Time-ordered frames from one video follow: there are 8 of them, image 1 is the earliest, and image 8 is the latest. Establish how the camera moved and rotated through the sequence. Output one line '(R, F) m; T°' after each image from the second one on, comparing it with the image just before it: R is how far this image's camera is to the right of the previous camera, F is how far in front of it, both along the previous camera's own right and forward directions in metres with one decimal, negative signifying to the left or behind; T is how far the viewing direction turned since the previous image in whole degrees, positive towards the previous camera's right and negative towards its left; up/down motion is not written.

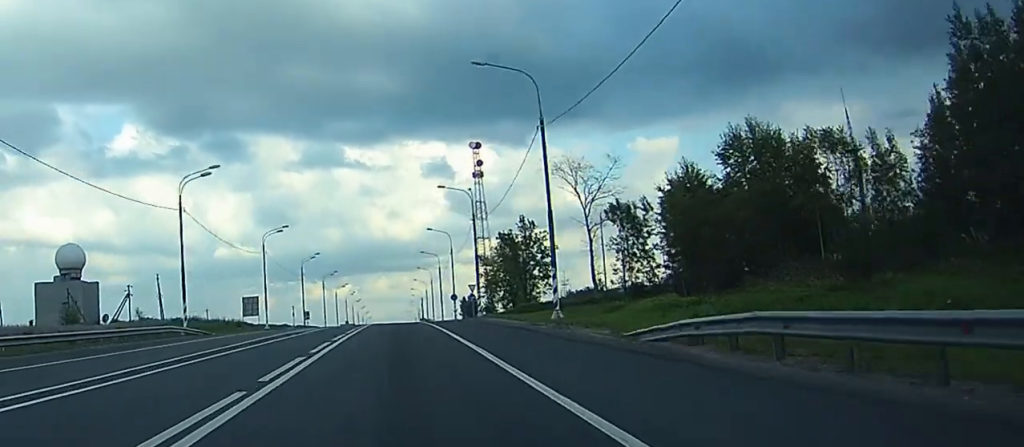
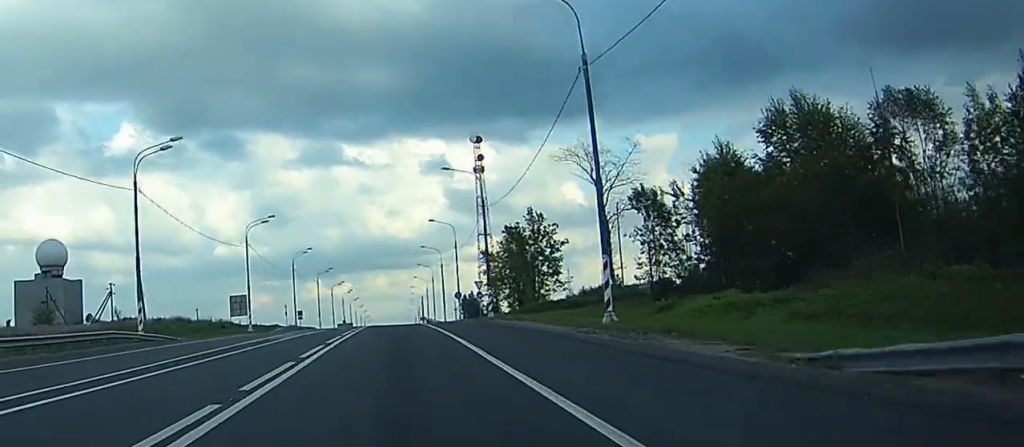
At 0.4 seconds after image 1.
(0.0, +9.5) m; 0°
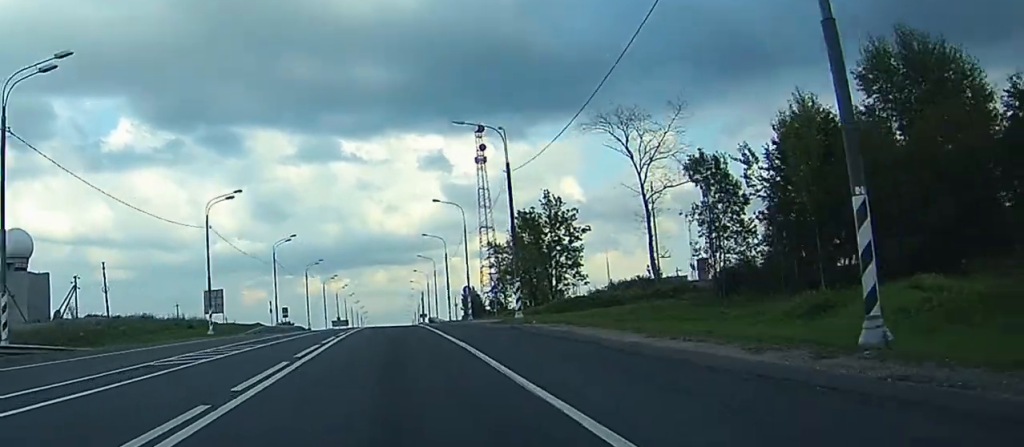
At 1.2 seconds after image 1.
(0.0, +16.0) m; 0°
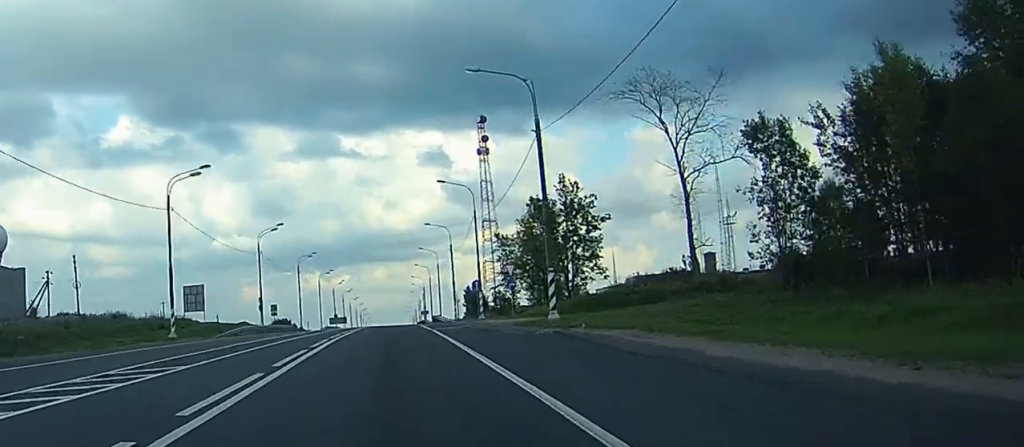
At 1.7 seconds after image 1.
(0.0, +10.9) m; 0°
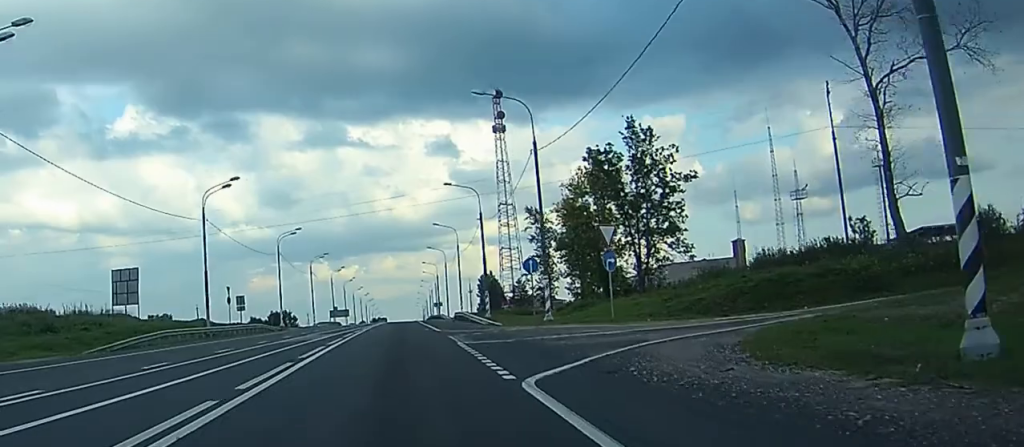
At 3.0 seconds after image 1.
(0.0, +28.2) m; 0°
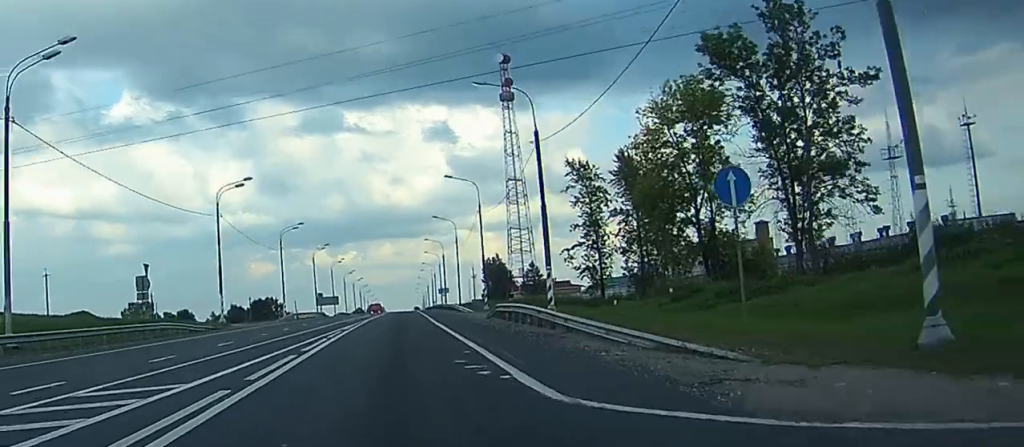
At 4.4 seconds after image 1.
(-0.2, +31.1) m; 0°
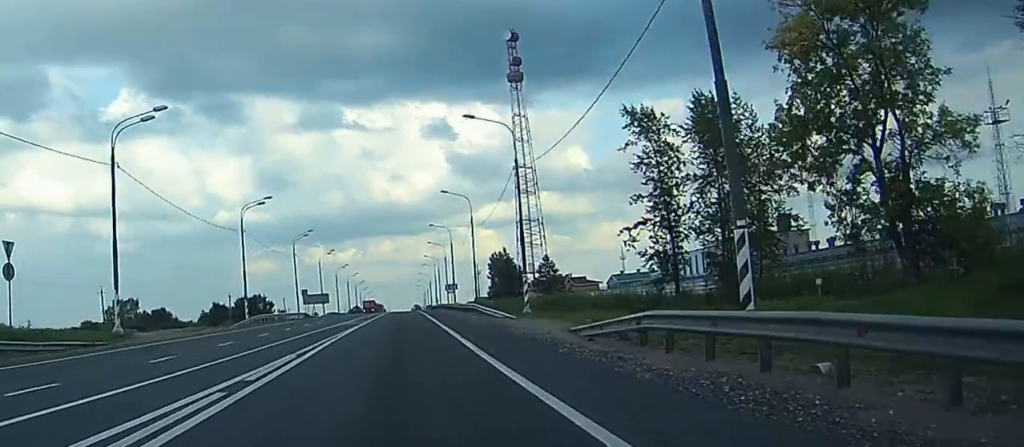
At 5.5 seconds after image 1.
(0.0, +24.0) m; 0°
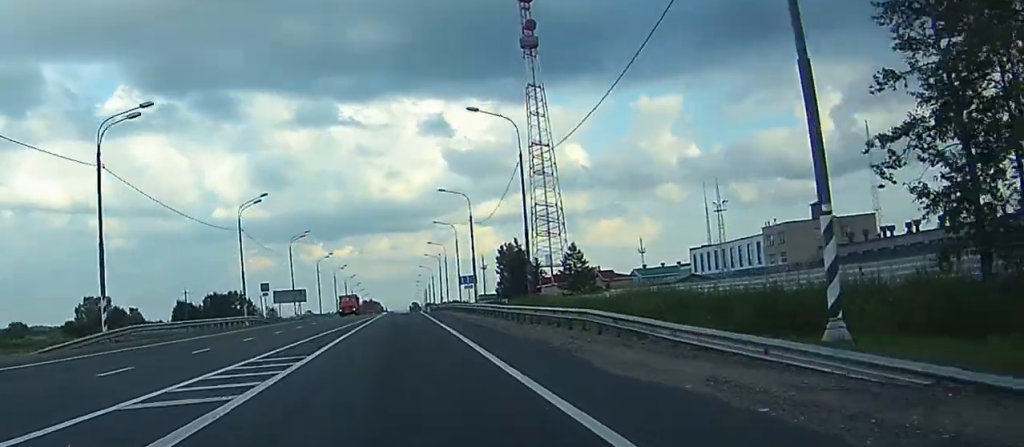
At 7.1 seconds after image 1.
(+0.2, +35.7) m; +1°
